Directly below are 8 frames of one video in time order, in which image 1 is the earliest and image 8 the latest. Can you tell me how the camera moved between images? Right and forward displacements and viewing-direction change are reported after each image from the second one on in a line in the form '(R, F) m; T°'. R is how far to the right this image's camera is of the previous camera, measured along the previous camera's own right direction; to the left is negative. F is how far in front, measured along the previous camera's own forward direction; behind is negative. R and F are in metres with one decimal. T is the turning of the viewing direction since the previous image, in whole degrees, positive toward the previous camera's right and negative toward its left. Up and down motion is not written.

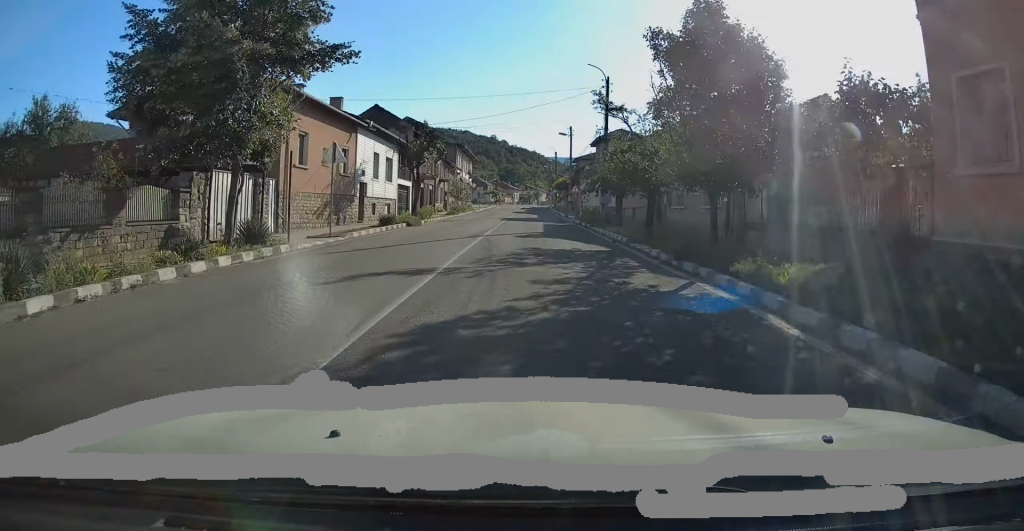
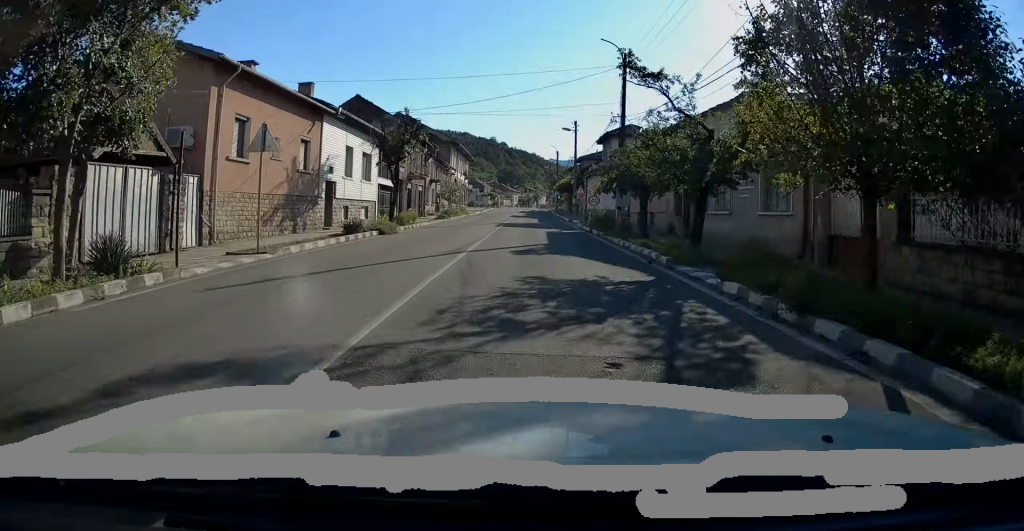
(-0.1, +5.5) m; 0°
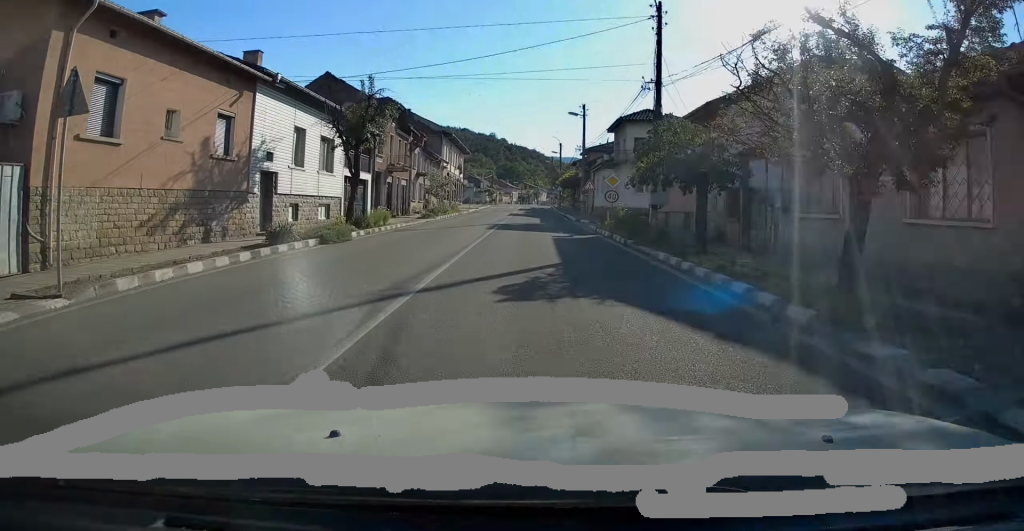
(-0.1, +6.9) m; 0°
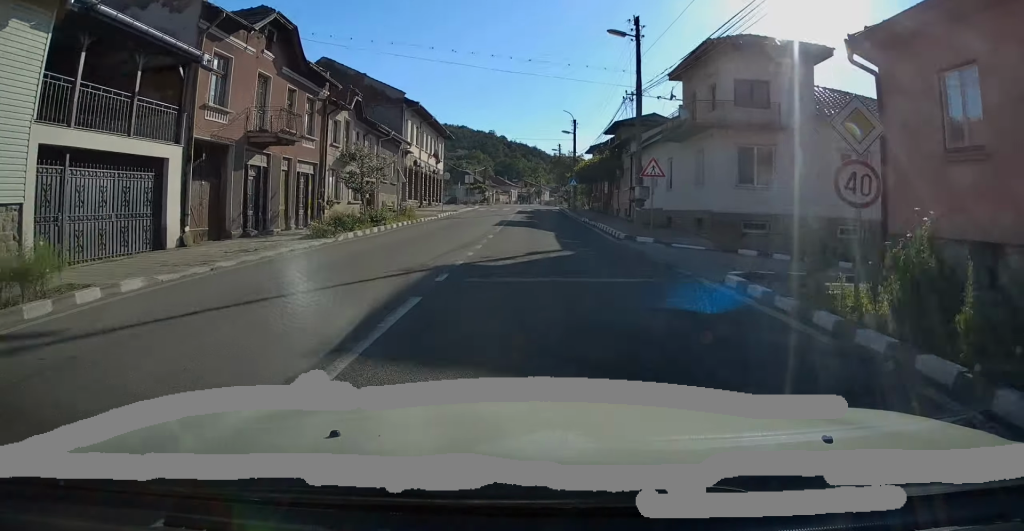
(0.0, +20.2) m; 0°
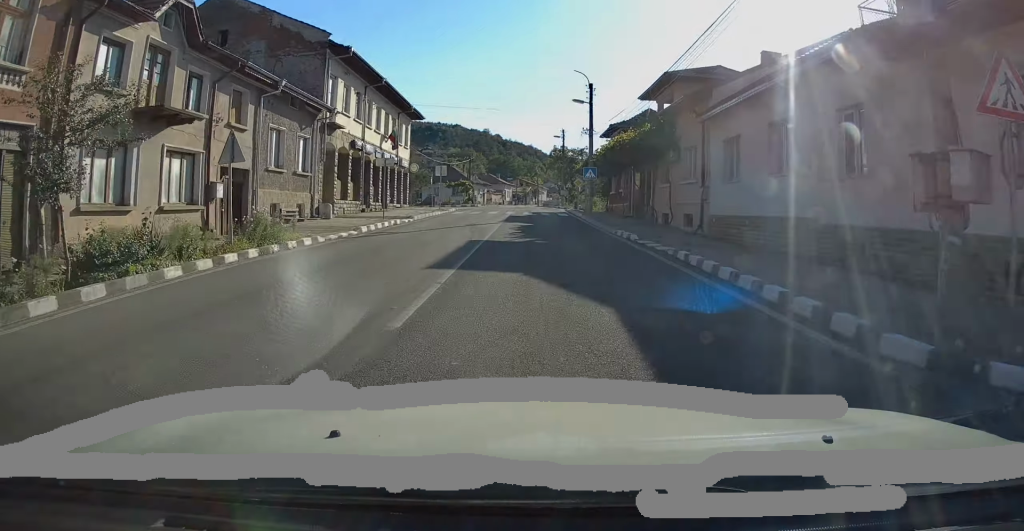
(+0.1, +16.3) m; +1°
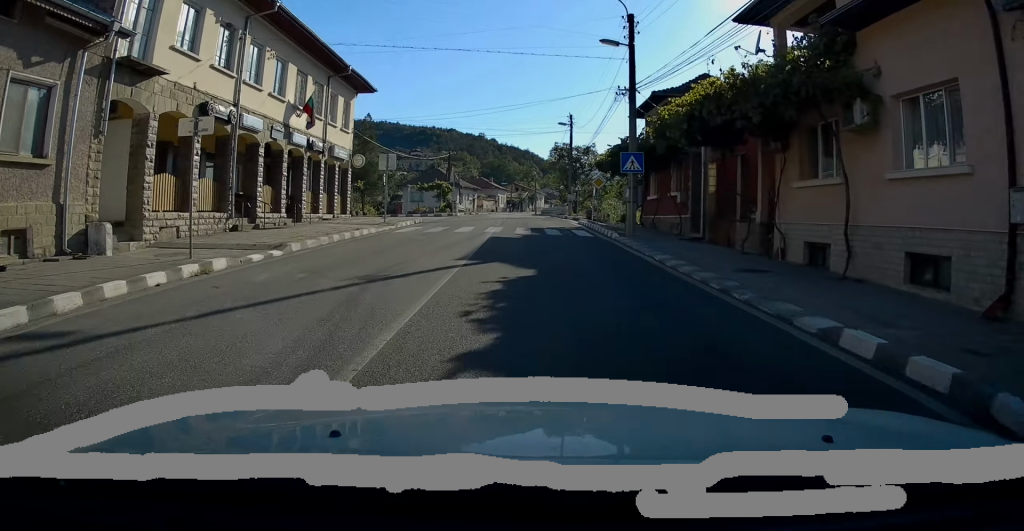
(0.0, +15.2) m; -1°
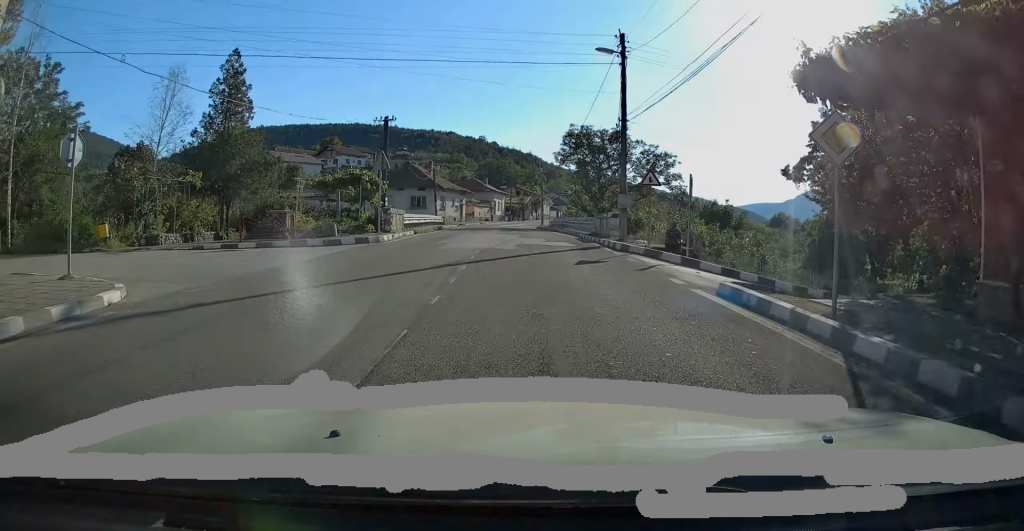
(+0.5, +24.4) m; +2°
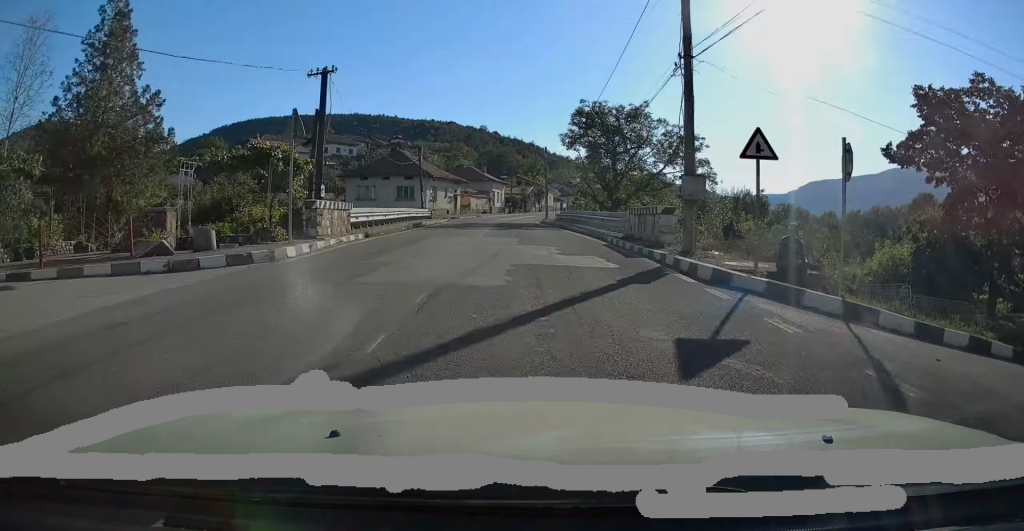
(-0.2, +8.8) m; -1°
